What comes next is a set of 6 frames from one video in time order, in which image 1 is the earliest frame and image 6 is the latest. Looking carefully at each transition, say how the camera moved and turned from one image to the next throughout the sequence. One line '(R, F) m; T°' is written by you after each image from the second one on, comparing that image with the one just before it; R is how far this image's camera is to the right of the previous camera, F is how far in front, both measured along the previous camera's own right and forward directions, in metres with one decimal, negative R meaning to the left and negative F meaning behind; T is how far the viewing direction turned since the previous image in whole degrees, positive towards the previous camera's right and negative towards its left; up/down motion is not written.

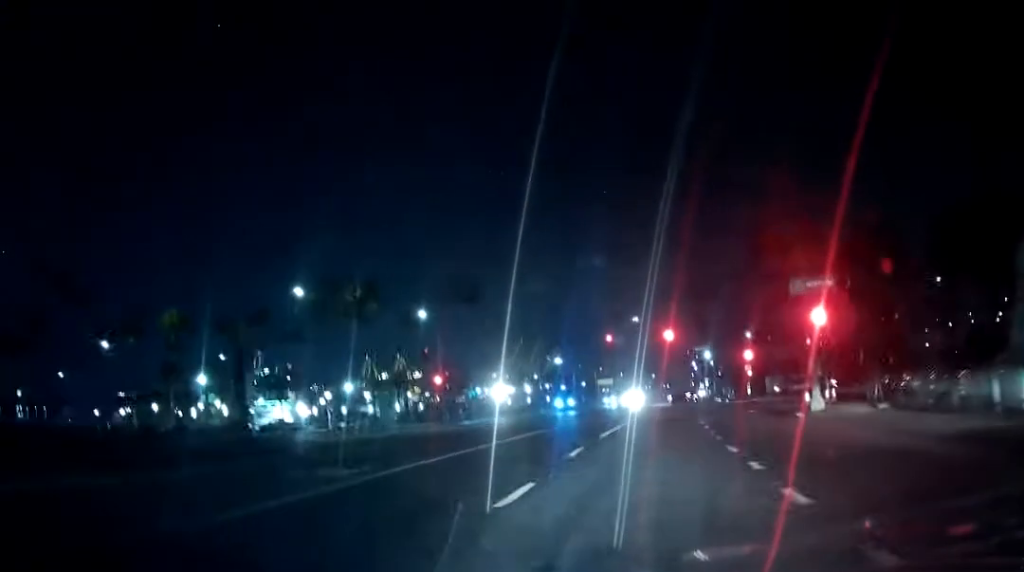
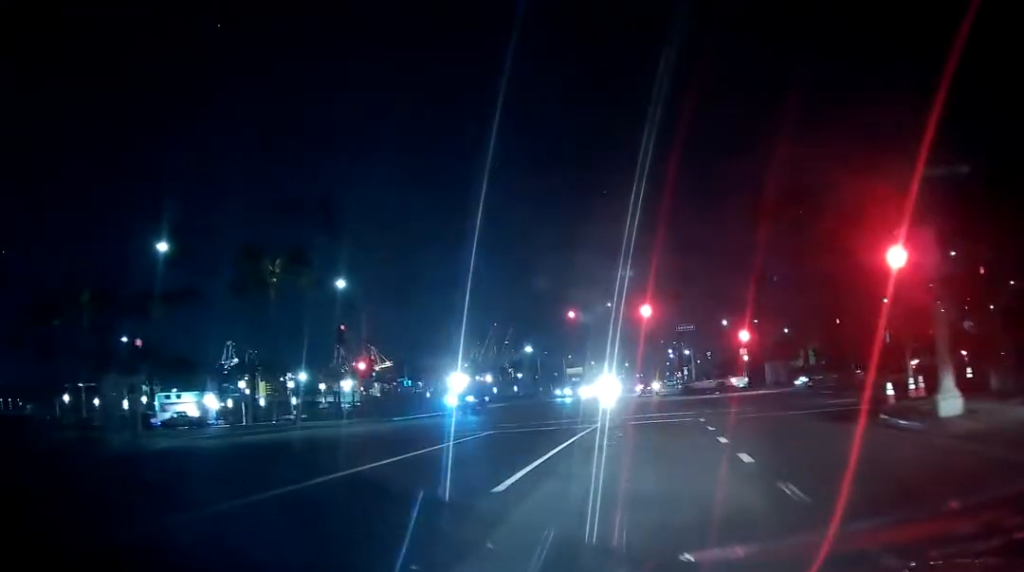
(+0.4, +14.6) m; -2°
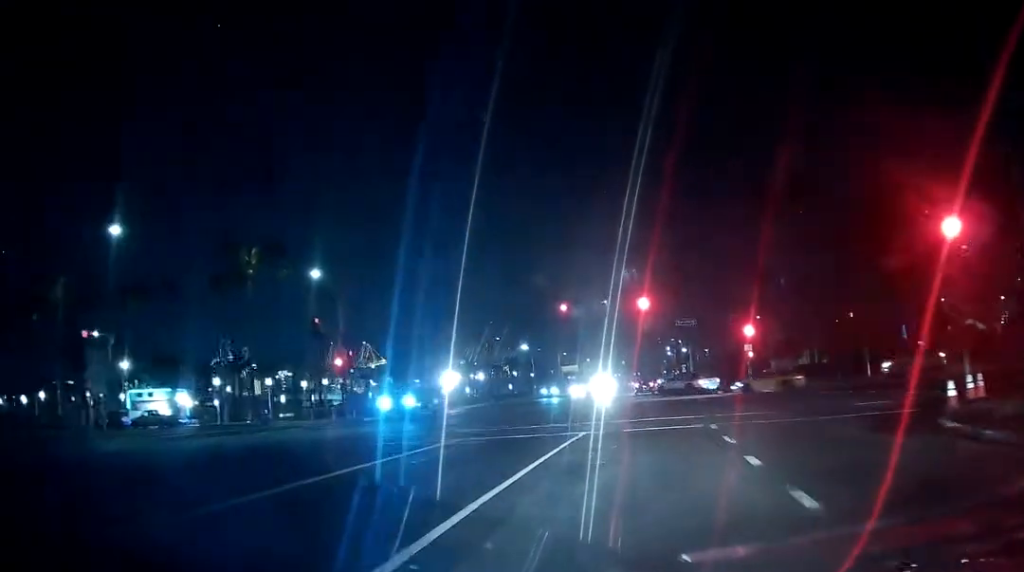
(-0.1, +3.8) m; 0°
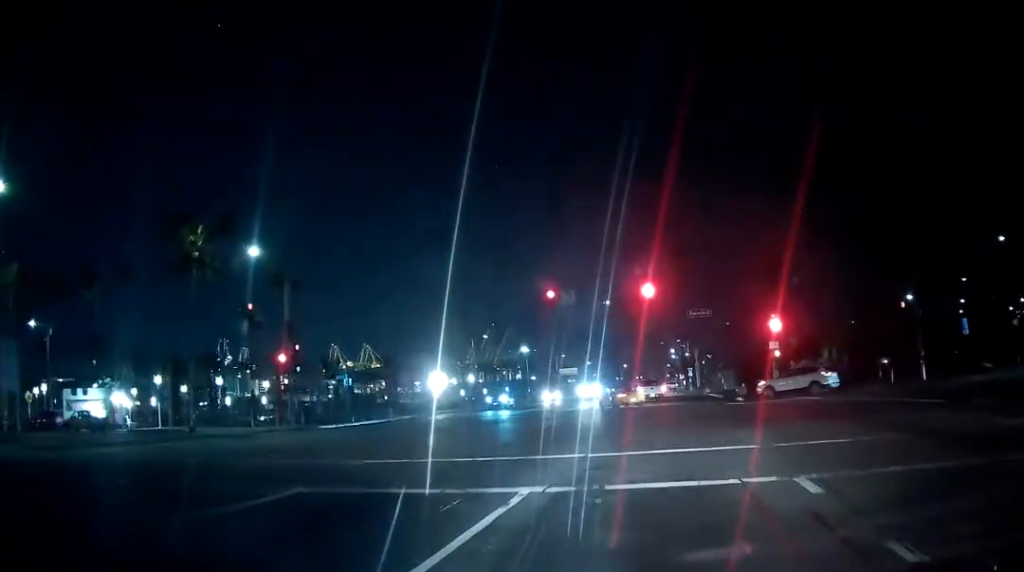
(+0.3, +9.4) m; +3°
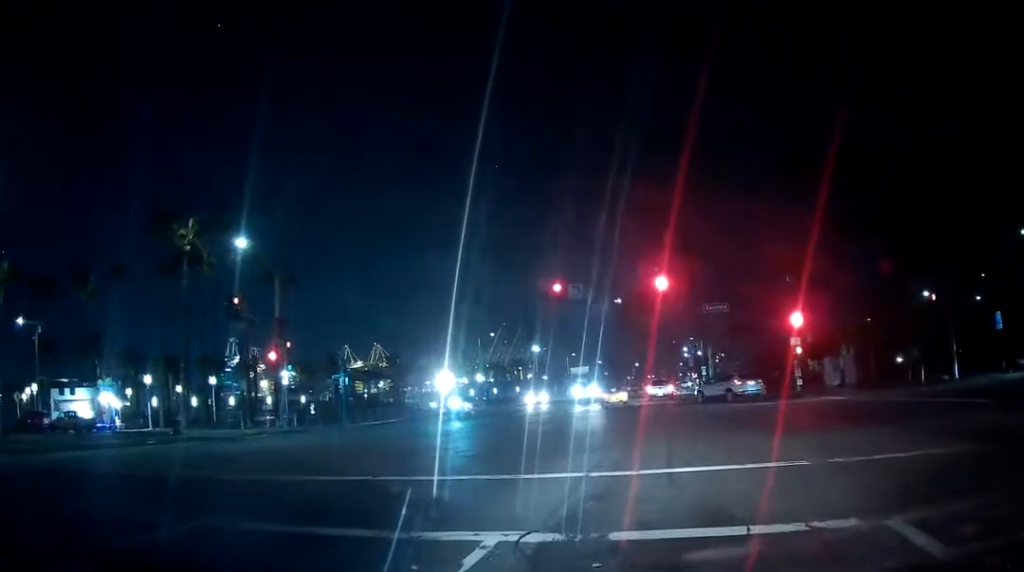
(-0.3, +2.3) m; 0°
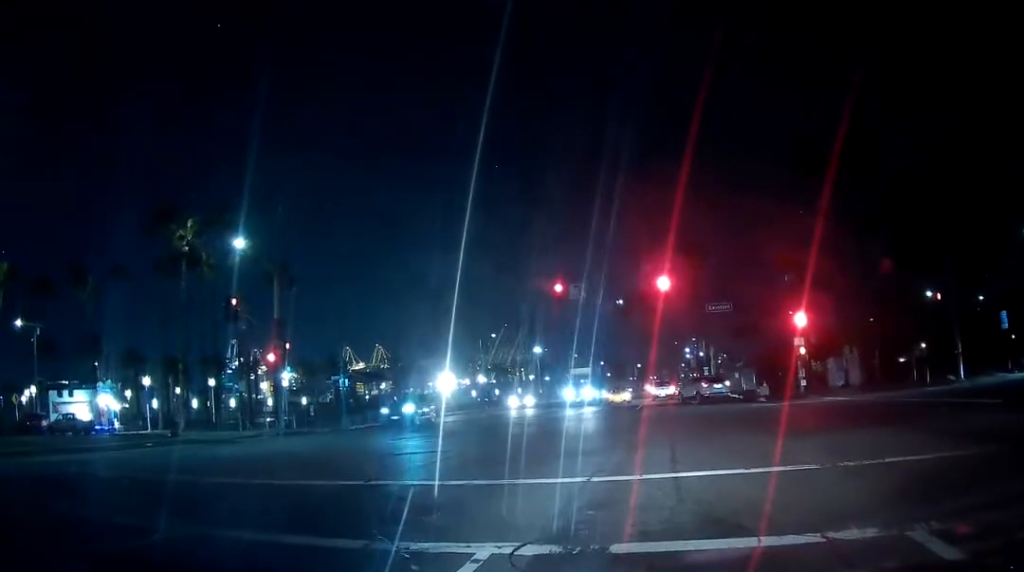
(-0.1, 0.0) m; 0°
